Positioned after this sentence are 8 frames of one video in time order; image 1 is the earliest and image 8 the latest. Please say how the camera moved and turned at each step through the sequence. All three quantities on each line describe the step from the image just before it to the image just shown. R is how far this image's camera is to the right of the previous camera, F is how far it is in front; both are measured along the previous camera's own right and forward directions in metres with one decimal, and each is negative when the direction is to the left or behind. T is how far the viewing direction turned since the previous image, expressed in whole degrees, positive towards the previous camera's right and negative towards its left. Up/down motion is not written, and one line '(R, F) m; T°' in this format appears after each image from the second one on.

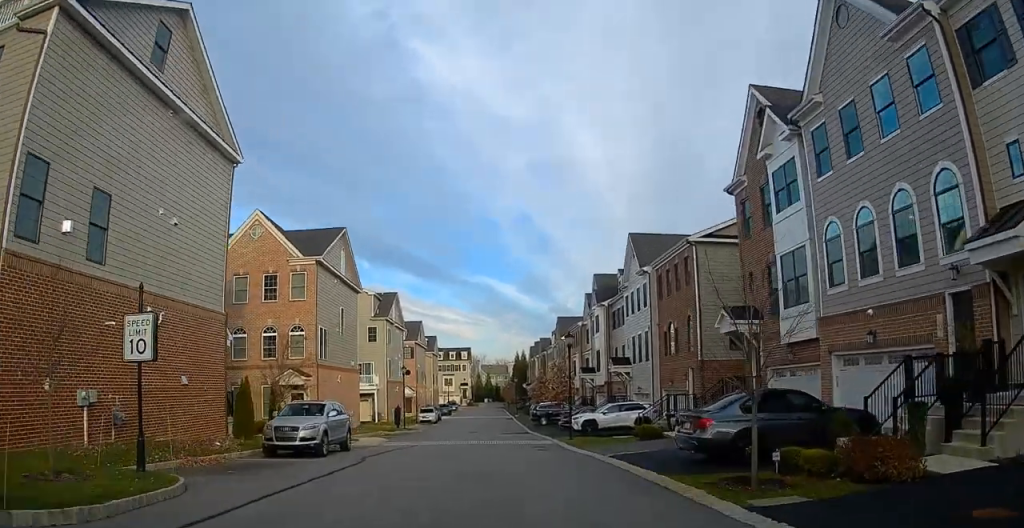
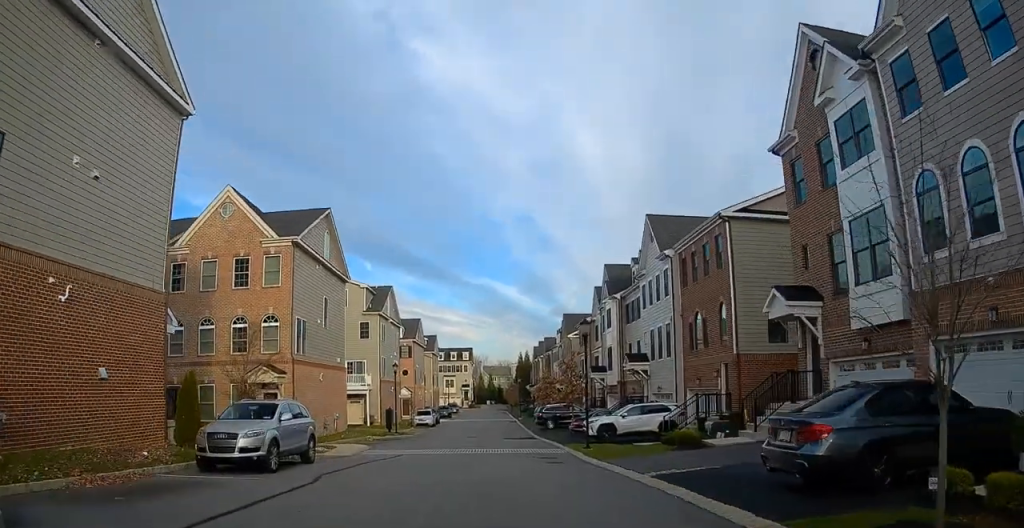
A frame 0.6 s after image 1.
(0.0, +4.6) m; 0°
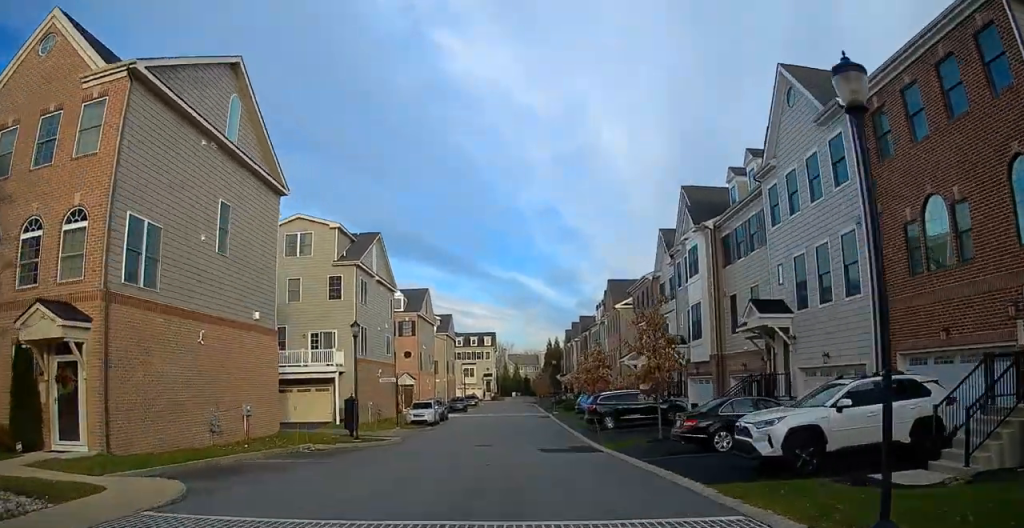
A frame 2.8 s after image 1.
(+0.6, +17.4) m; +4°
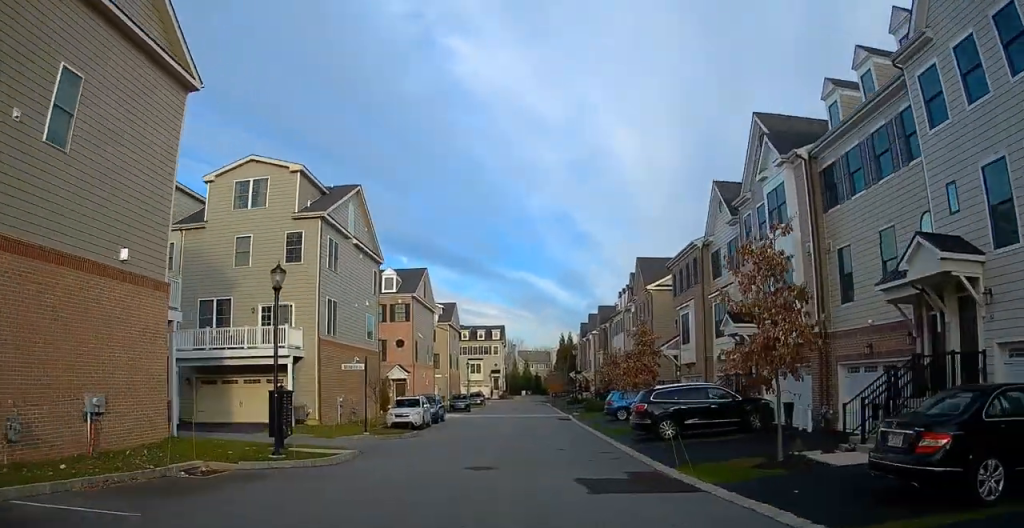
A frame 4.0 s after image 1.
(0.0, +10.1) m; -1°
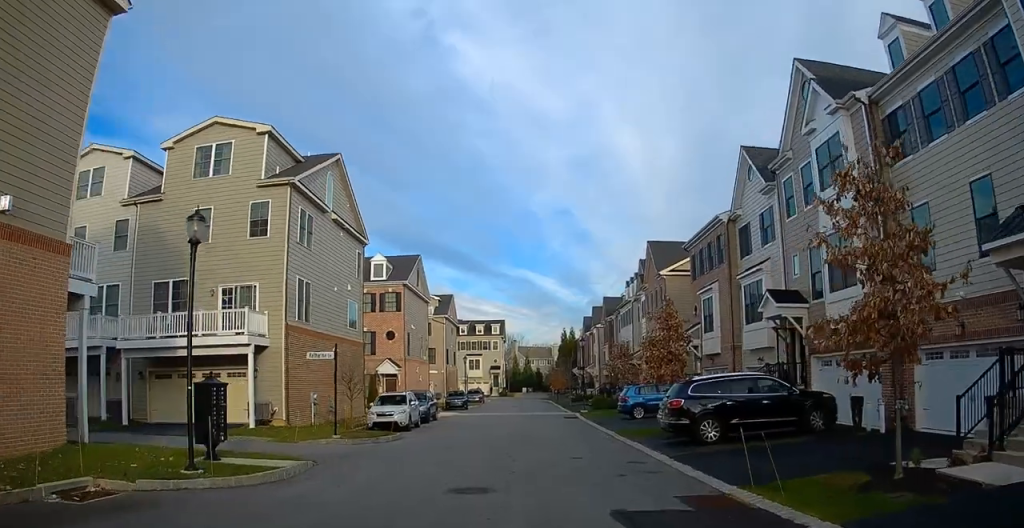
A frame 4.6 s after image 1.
(0.0, +4.5) m; 0°
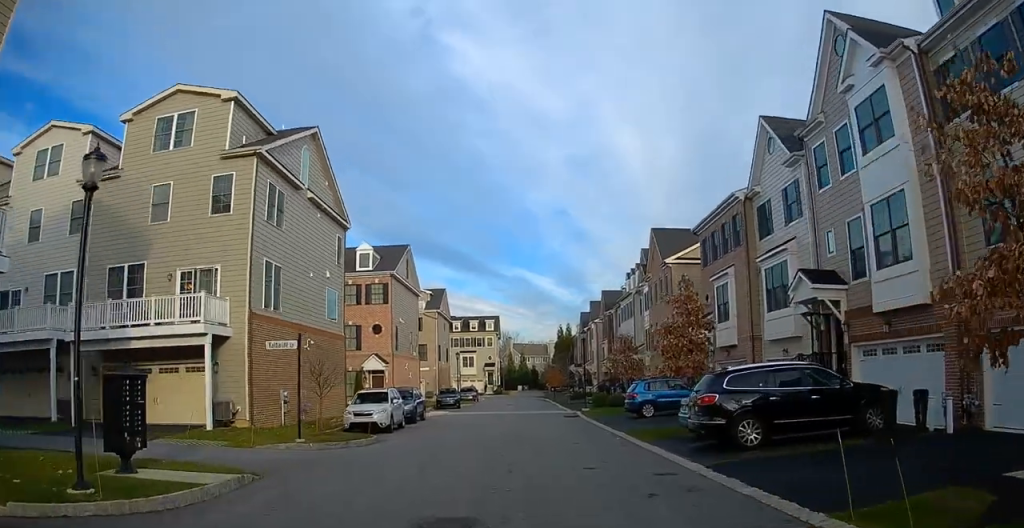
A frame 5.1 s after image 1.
(-0.1, +3.2) m; +1°
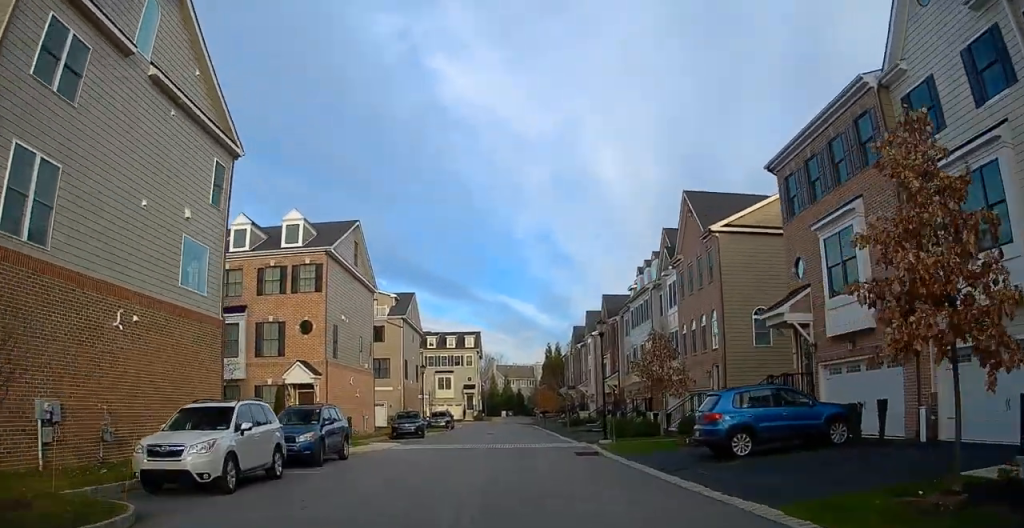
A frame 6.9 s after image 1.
(+0.5, +13.0) m; +3°
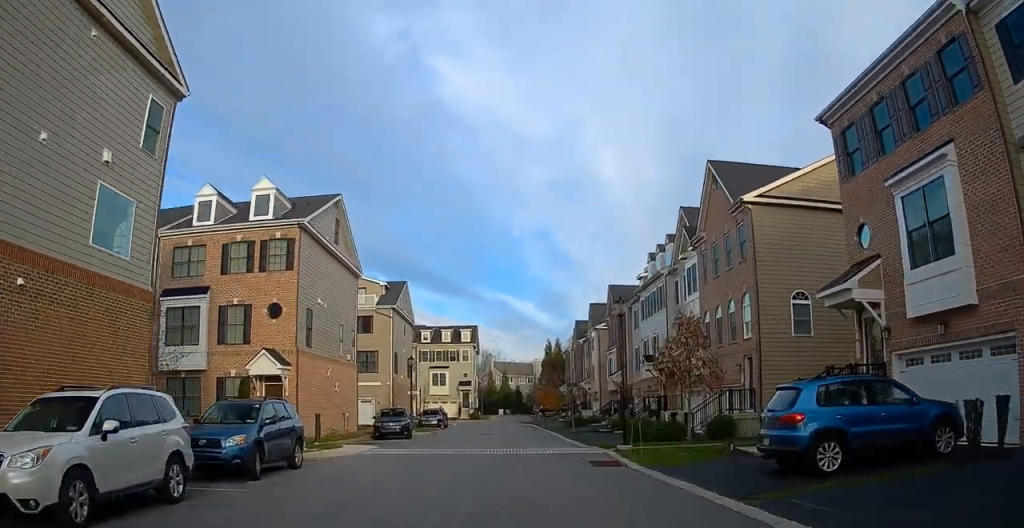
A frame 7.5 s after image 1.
(0.0, +4.4) m; 0°
